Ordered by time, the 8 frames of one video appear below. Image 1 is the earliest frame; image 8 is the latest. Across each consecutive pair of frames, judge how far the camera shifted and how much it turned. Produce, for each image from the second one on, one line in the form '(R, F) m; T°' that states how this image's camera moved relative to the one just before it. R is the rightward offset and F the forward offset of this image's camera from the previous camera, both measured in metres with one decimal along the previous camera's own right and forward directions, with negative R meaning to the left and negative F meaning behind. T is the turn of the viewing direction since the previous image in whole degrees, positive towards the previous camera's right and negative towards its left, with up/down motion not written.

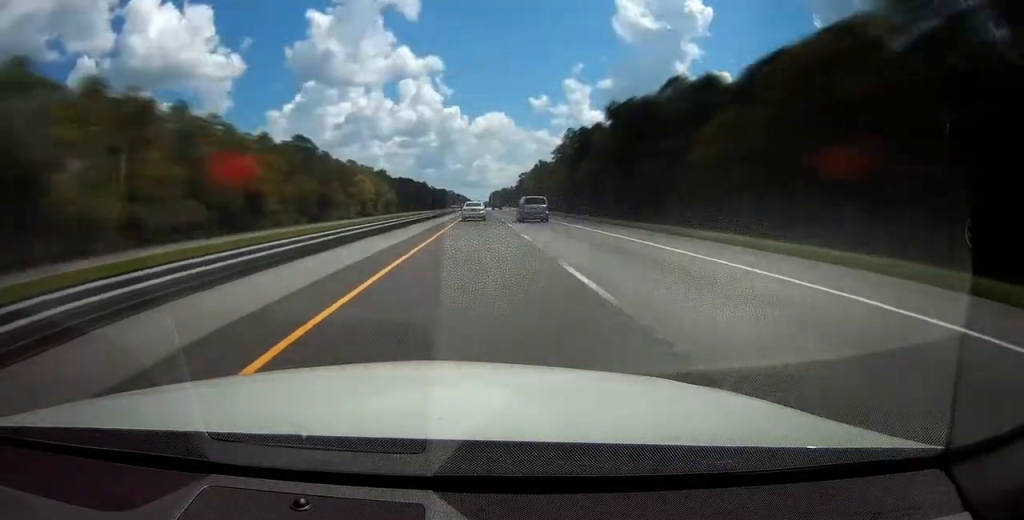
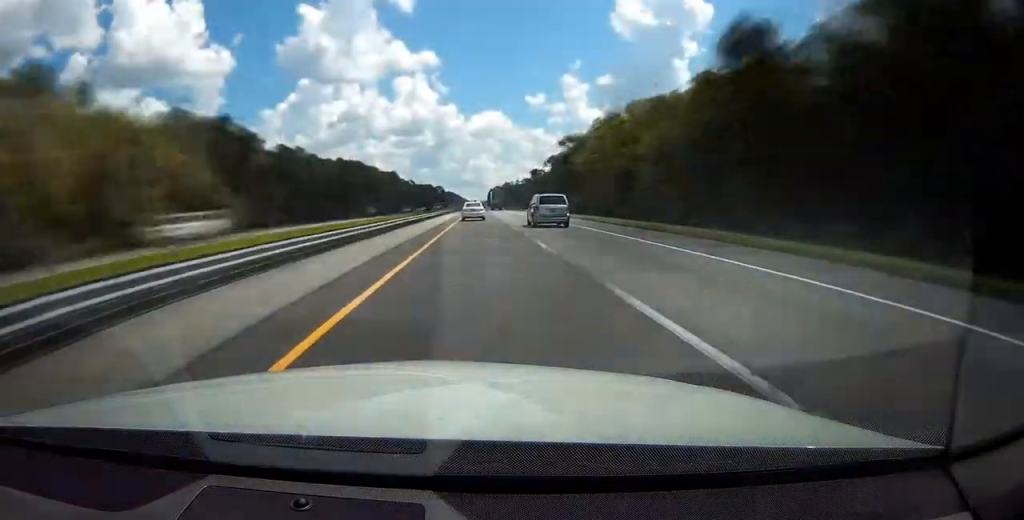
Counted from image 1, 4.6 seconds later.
(0.0, +166.2) m; 0°
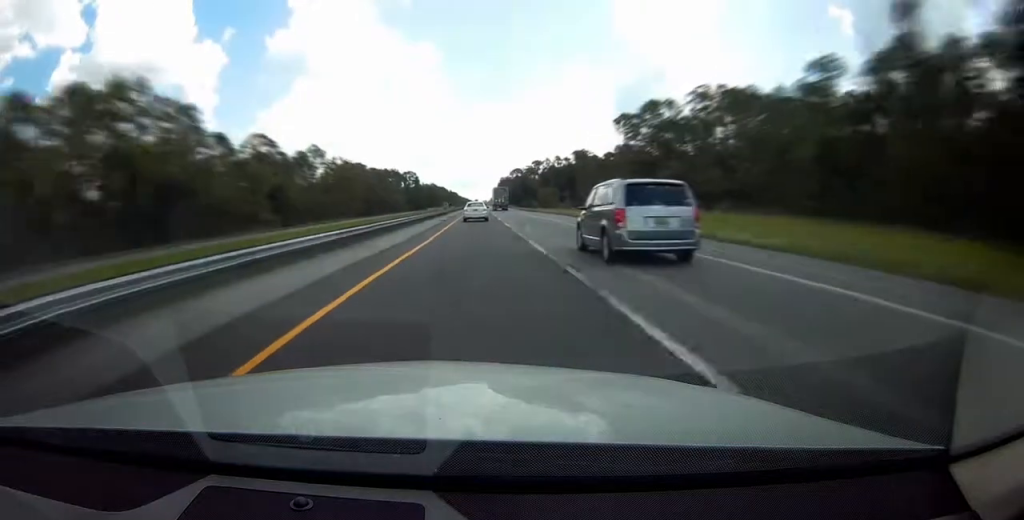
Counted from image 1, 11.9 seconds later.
(-0.2, +168.3) m; 0°
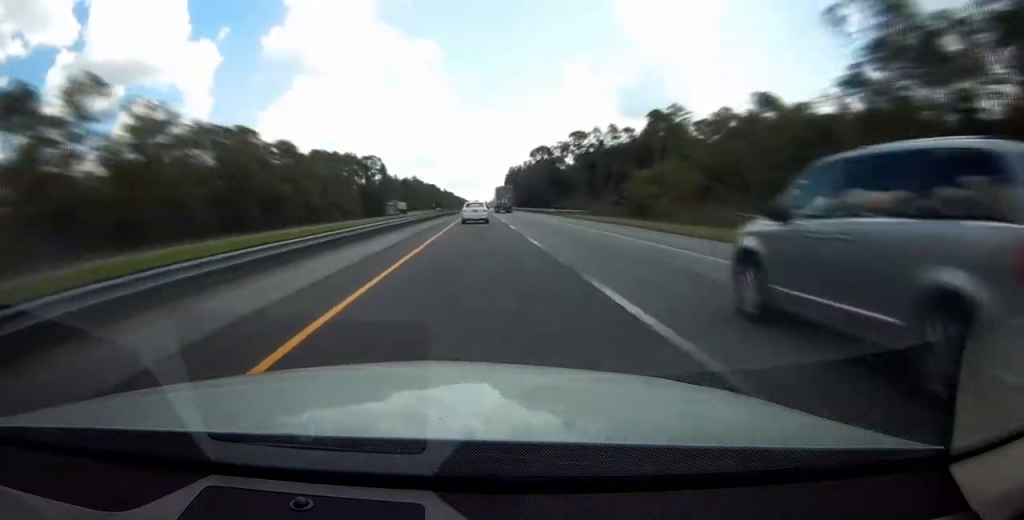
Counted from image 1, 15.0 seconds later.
(0.0, +81.8) m; 0°
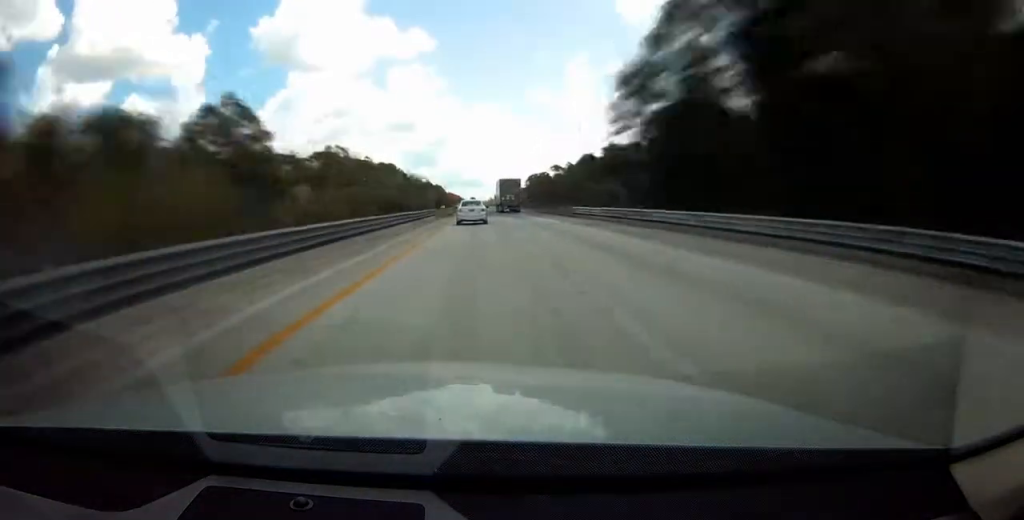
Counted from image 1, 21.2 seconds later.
(+0.1, +176.0) m; 0°
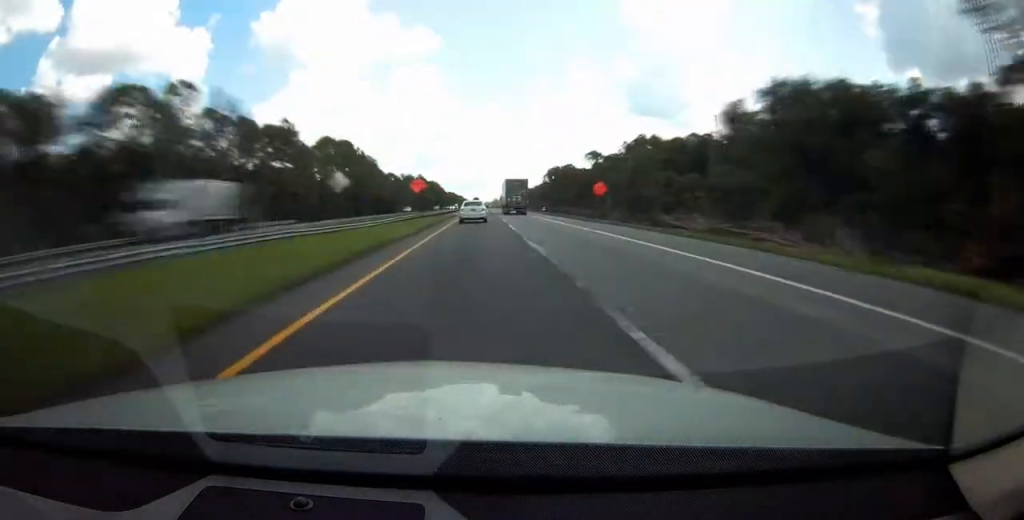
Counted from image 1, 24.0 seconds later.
(0.0, +80.3) m; 0°
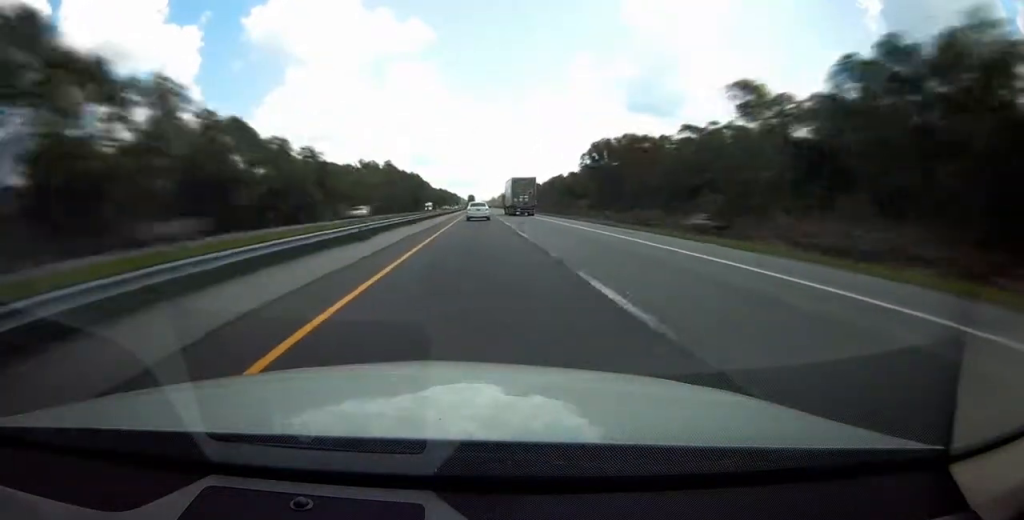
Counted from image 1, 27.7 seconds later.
(-0.1, +114.3) m; 0°
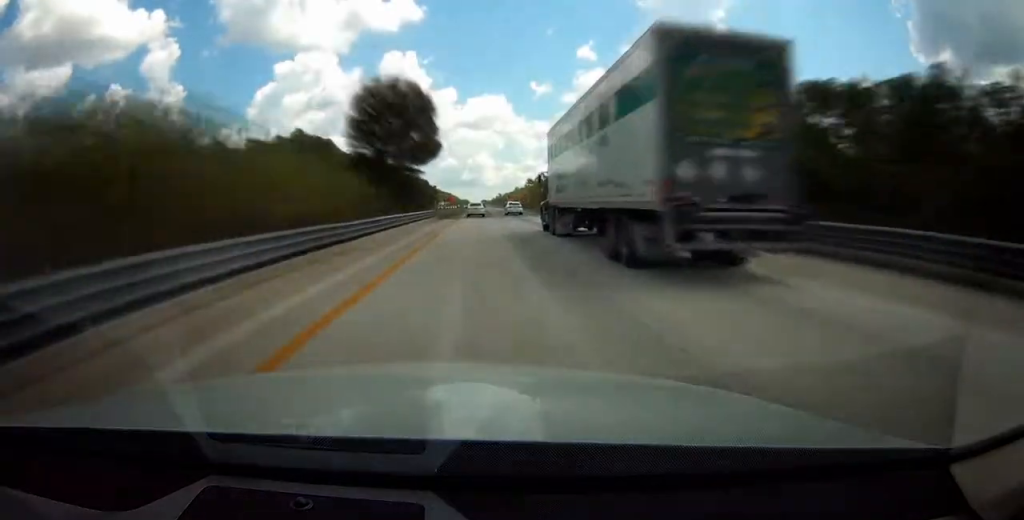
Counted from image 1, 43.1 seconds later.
(+0.1, +513.4) m; 0°
